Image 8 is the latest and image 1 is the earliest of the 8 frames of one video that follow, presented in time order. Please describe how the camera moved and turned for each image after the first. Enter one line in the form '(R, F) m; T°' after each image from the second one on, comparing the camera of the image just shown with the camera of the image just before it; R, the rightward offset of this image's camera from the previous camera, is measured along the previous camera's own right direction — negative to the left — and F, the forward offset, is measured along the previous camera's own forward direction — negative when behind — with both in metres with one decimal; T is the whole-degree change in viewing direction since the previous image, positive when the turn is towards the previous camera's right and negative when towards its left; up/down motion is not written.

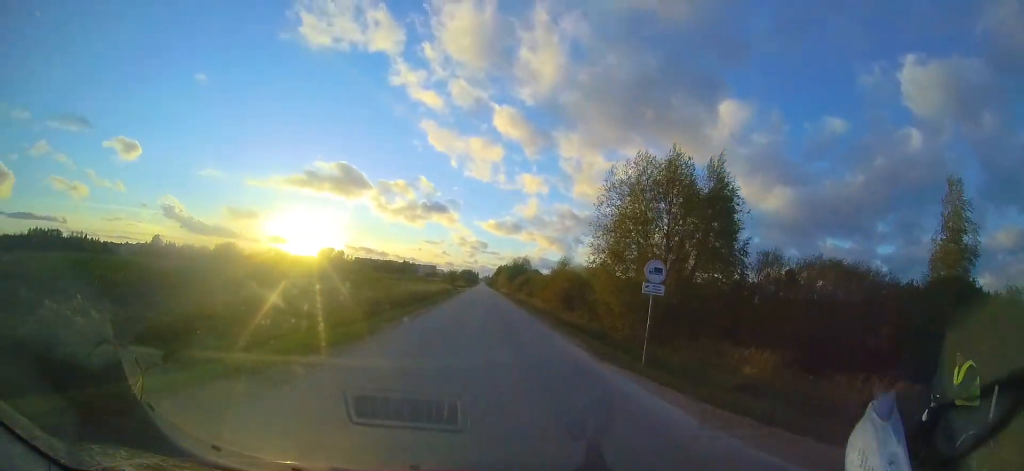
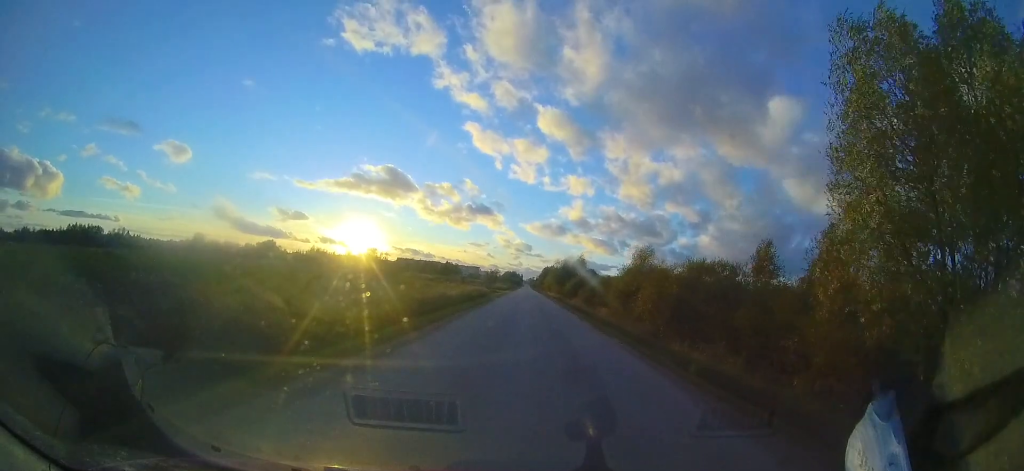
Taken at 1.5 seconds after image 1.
(-0.8, +11.9) m; -13°
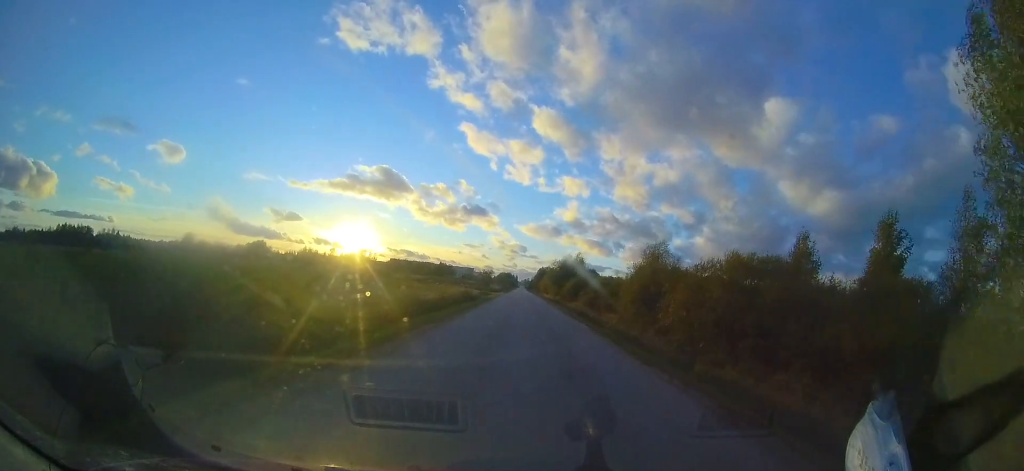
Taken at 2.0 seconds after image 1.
(-0.8, +5.2) m; -4°
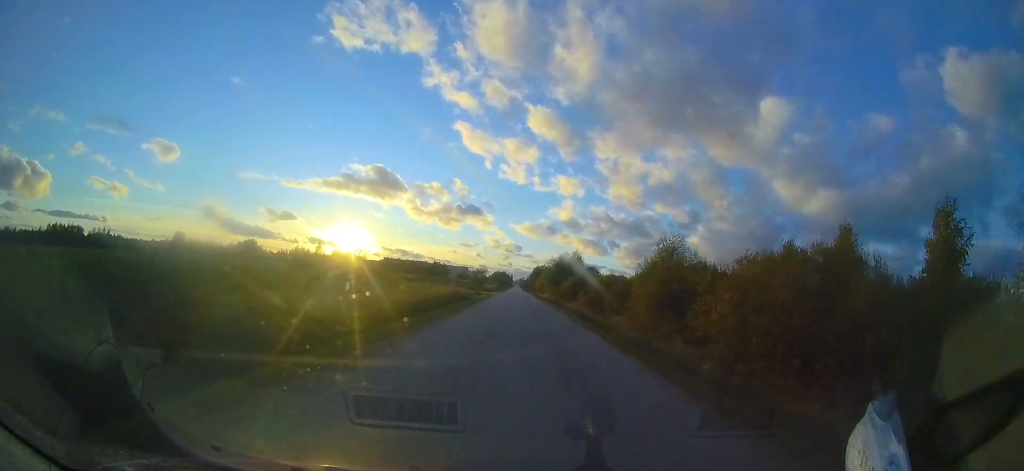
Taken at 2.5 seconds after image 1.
(-0.2, +4.9) m; -1°
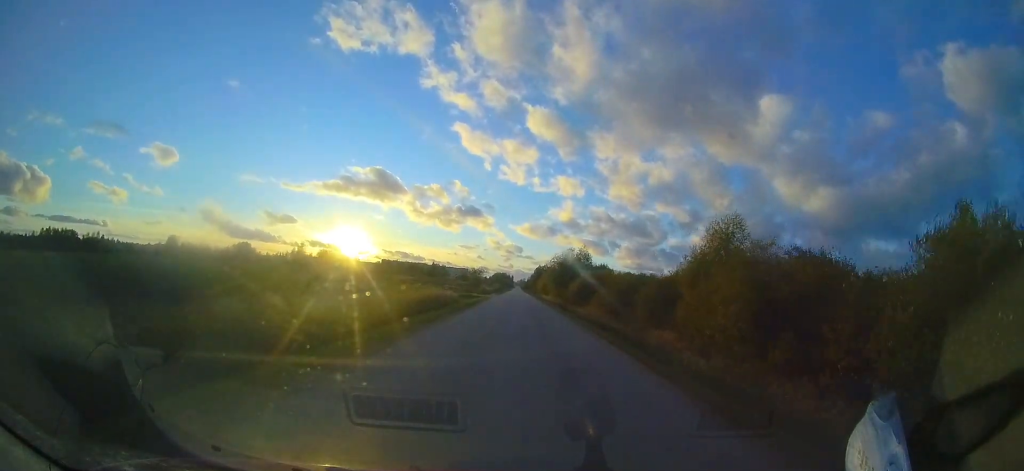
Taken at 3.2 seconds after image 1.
(+0.2, +8.6) m; +3°
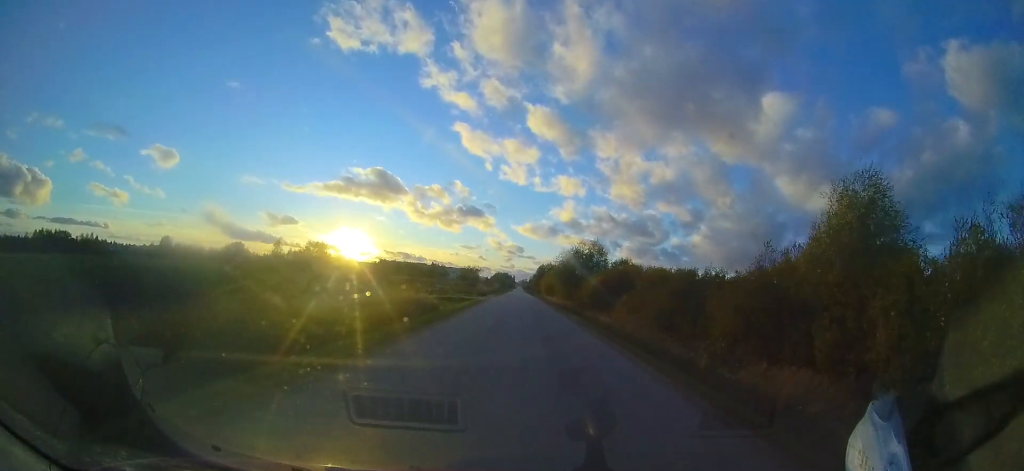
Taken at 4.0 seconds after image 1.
(+0.4, +10.5) m; +2°
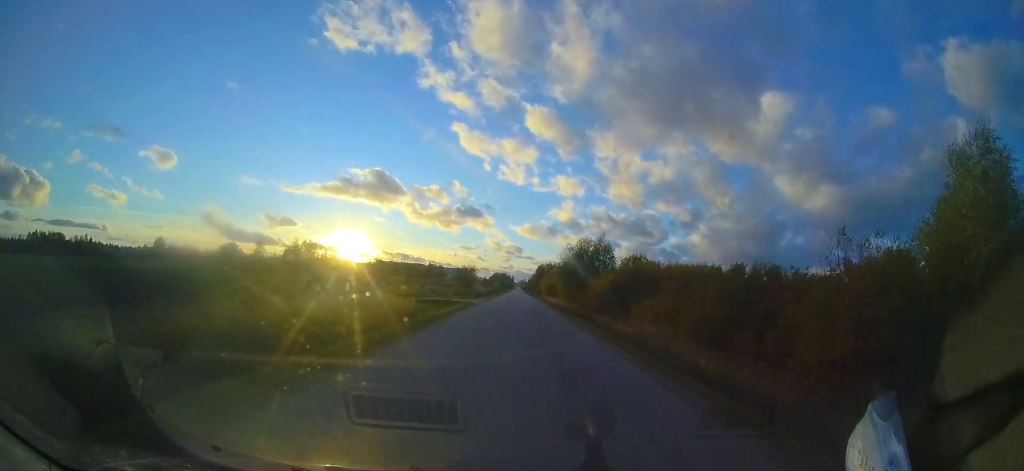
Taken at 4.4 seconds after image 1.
(+0.1, +5.7) m; 0°
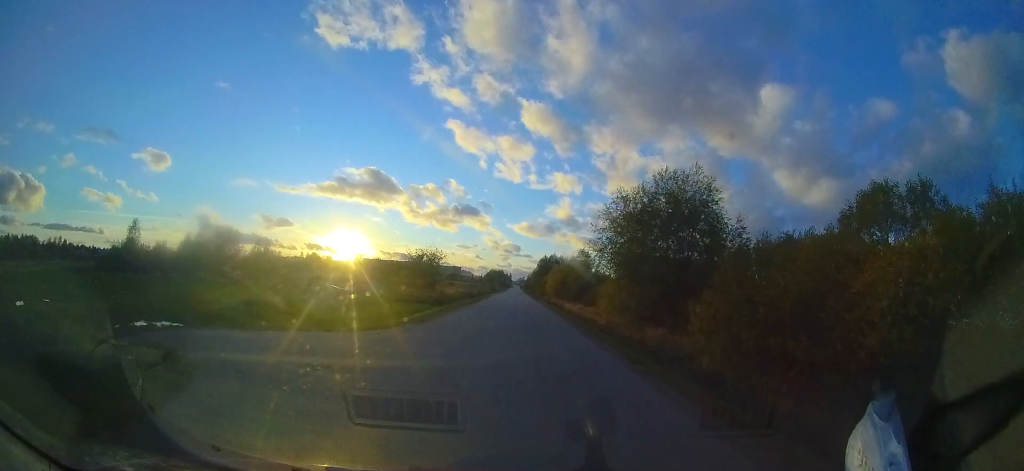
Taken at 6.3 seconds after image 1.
(-1.2, +28.3) m; -2°
